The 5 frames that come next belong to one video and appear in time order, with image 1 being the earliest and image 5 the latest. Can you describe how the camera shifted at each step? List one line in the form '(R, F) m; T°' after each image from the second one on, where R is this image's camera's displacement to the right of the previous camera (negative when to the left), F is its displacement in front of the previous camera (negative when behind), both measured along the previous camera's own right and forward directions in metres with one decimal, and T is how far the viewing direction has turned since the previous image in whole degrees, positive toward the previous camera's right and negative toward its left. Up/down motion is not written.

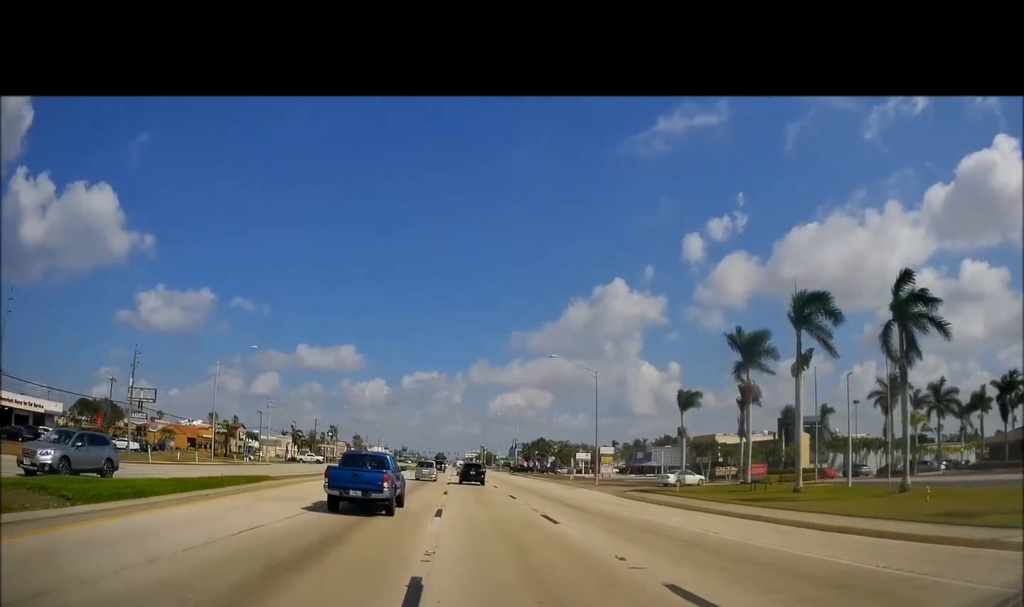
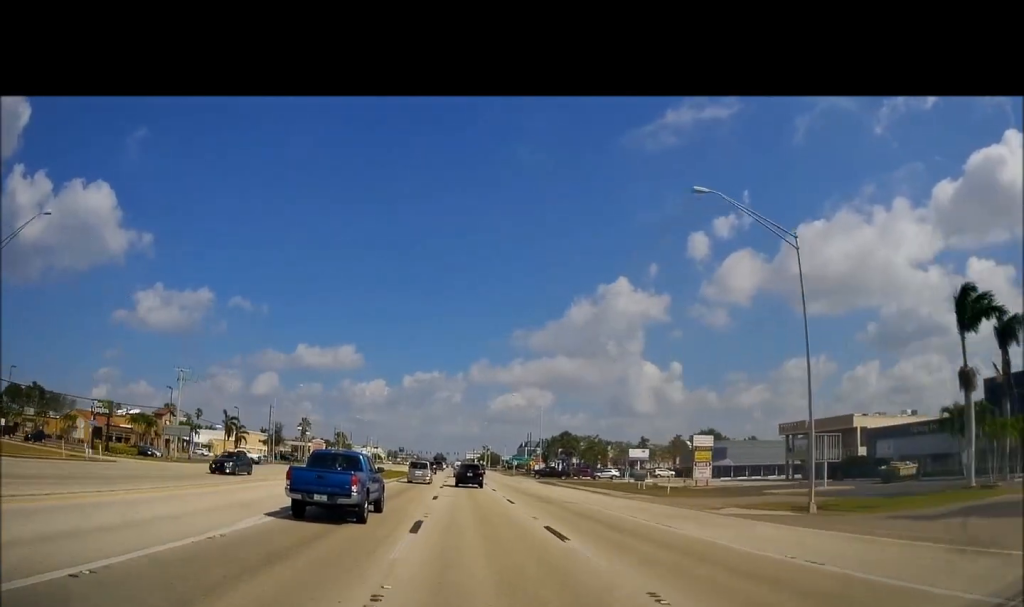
(-0.6, +39.8) m; 0°
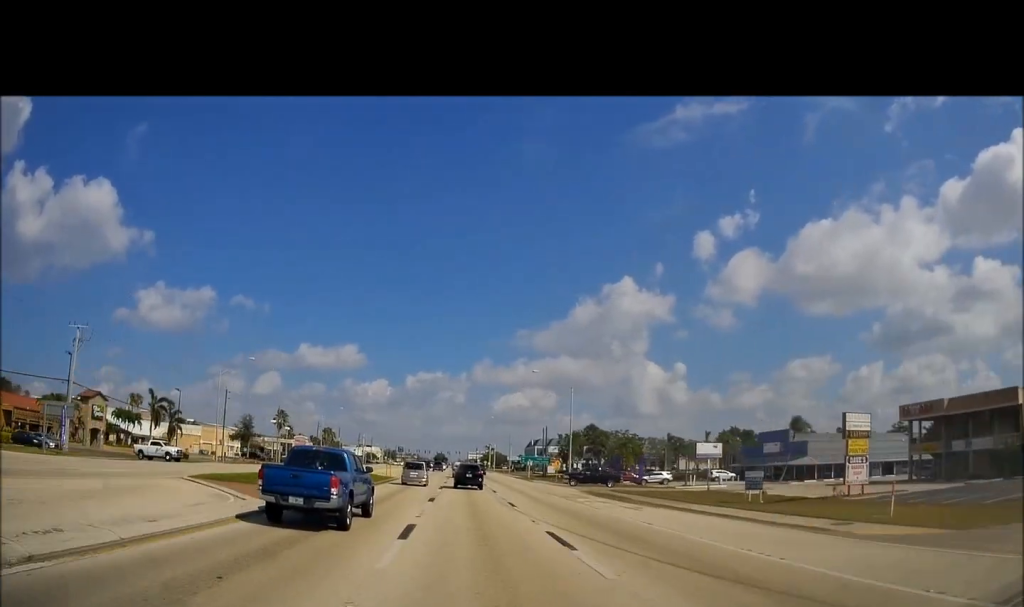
(+0.3, +24.7) m; 0°
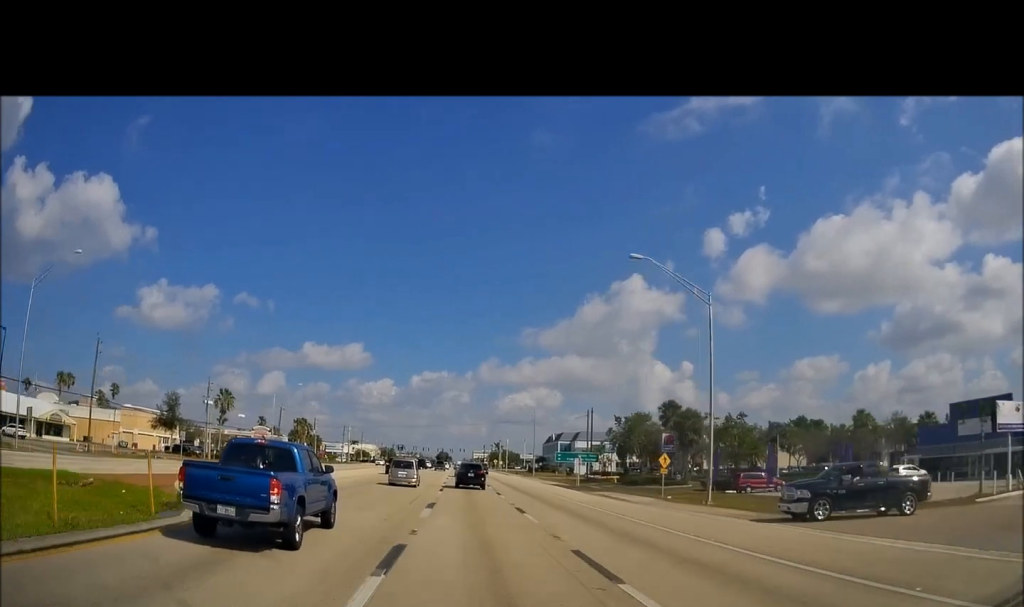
(-0.6, +38.0) m; -1°
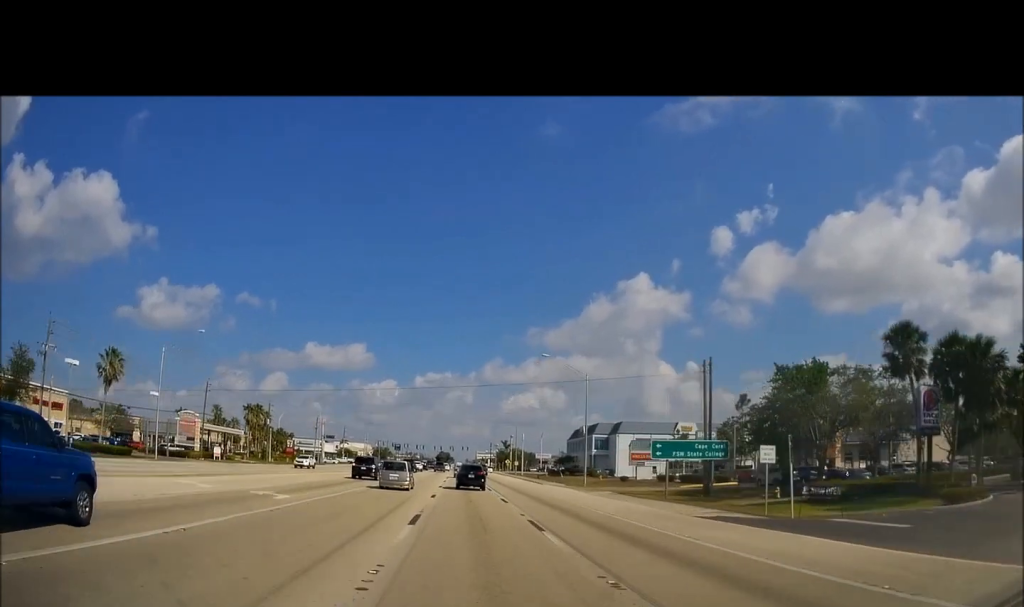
(0.0, +39.8) m; 0°
